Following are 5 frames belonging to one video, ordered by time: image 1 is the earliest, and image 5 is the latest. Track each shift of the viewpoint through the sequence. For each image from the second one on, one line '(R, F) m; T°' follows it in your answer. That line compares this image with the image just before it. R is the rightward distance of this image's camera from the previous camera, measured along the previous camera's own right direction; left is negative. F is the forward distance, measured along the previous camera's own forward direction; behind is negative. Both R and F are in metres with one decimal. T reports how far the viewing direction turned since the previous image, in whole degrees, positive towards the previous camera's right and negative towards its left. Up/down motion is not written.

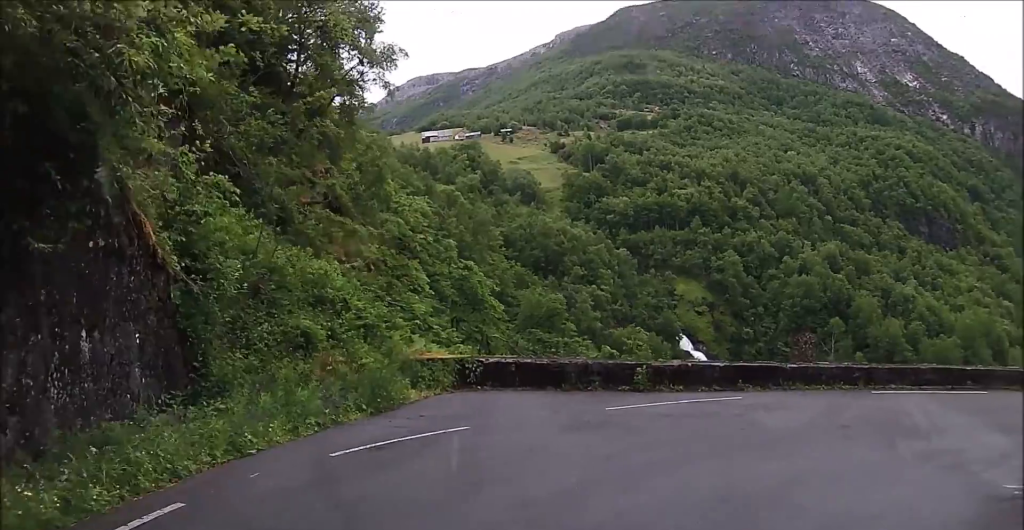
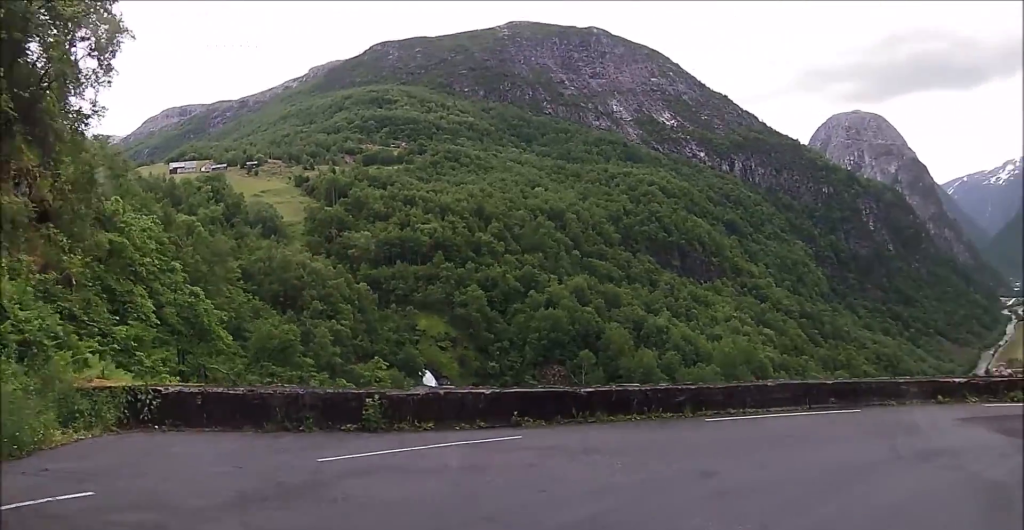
(+1.1, +3.8) m; +32°
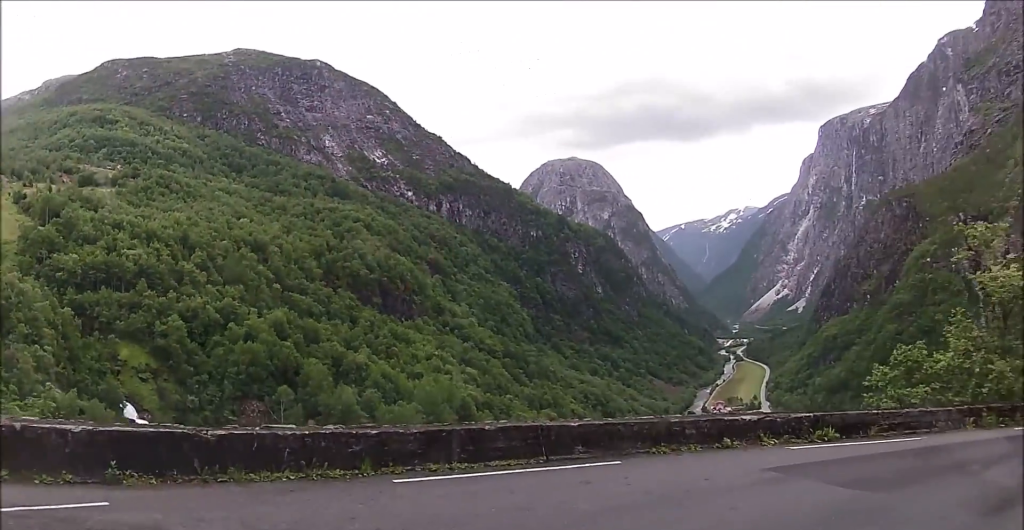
(+0.7, +3.8) m; +29°
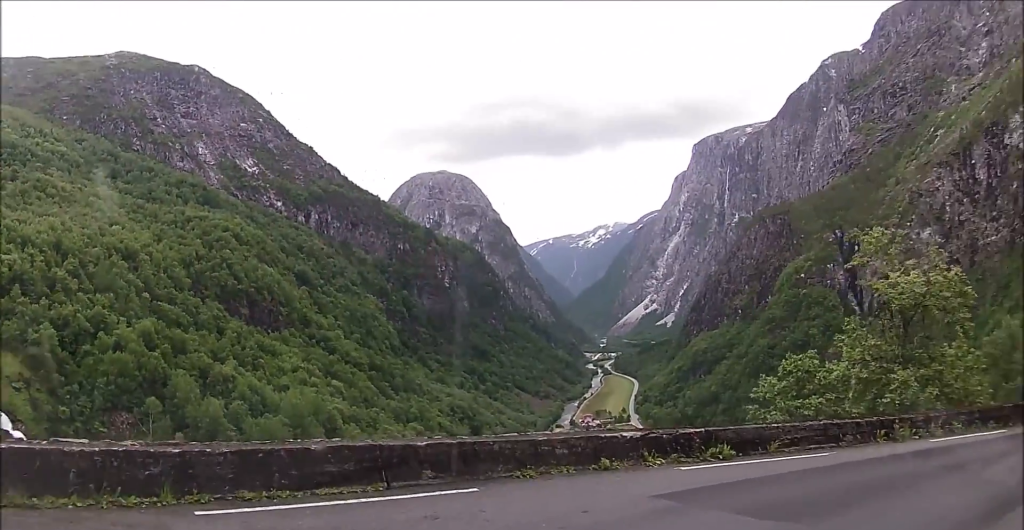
(+0.2, +1.6) m; +11°
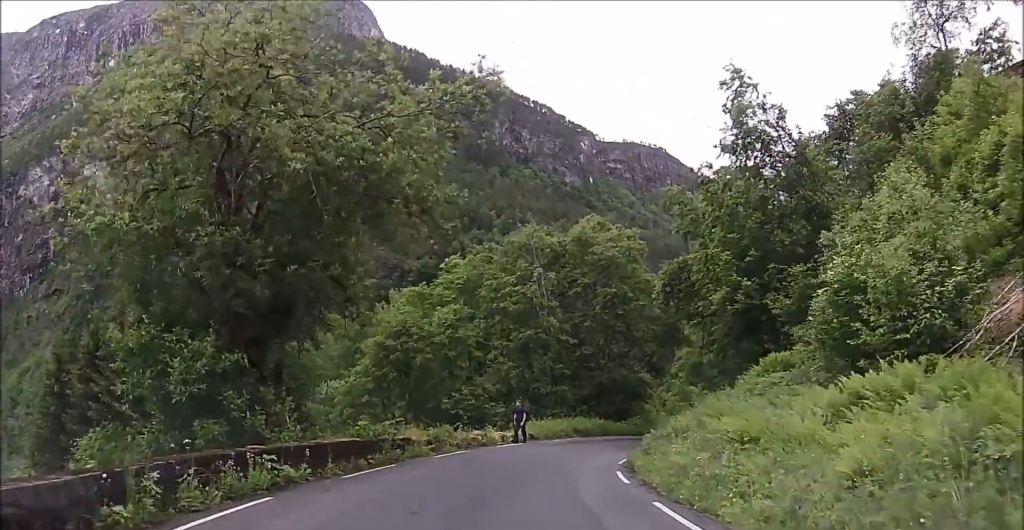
(+13.2, +14.3) m; +64°
